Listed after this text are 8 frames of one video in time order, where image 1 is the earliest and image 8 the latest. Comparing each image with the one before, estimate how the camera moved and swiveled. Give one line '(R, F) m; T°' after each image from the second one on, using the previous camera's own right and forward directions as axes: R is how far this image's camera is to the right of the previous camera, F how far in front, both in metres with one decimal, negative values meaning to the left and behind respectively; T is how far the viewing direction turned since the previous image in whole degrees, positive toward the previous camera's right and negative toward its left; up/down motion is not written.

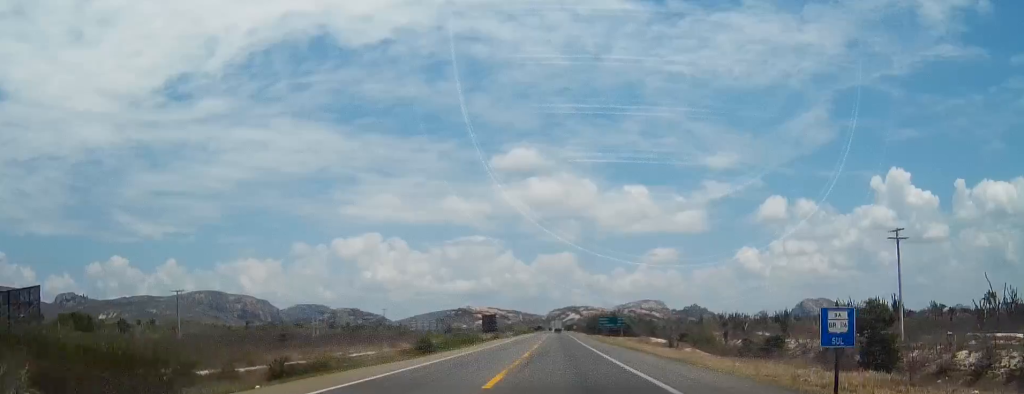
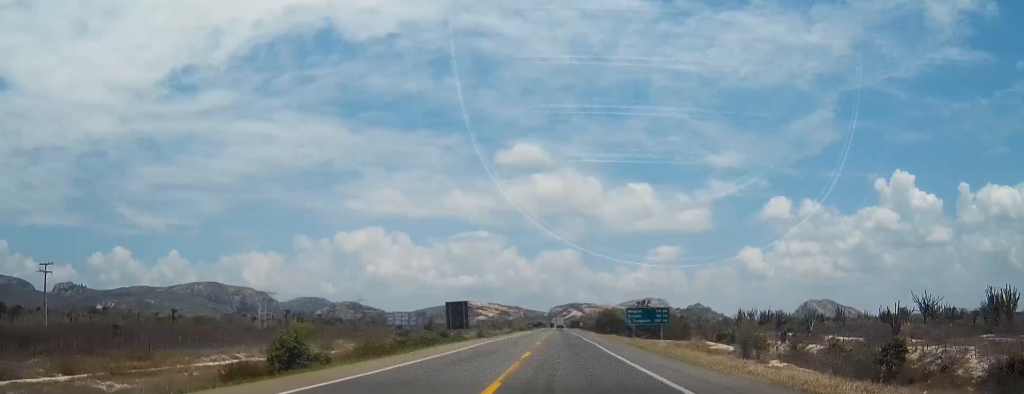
(-0.2, +36.4) m; 0°
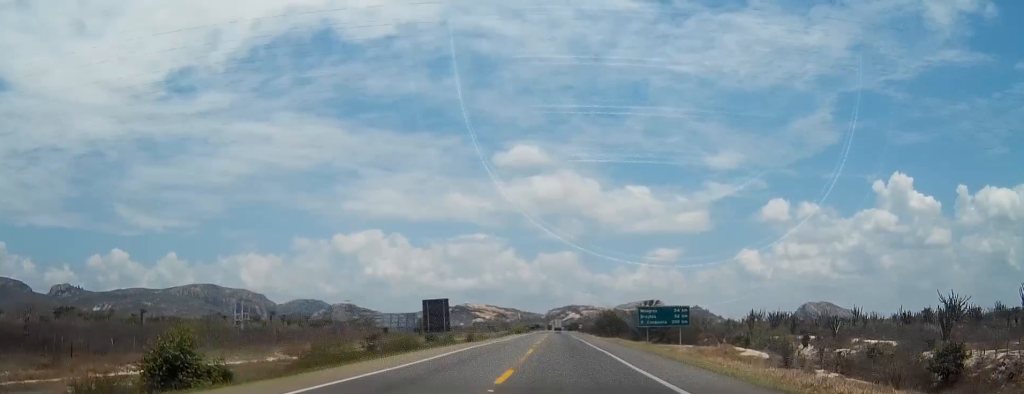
(0.0, +10.9) m; 0°
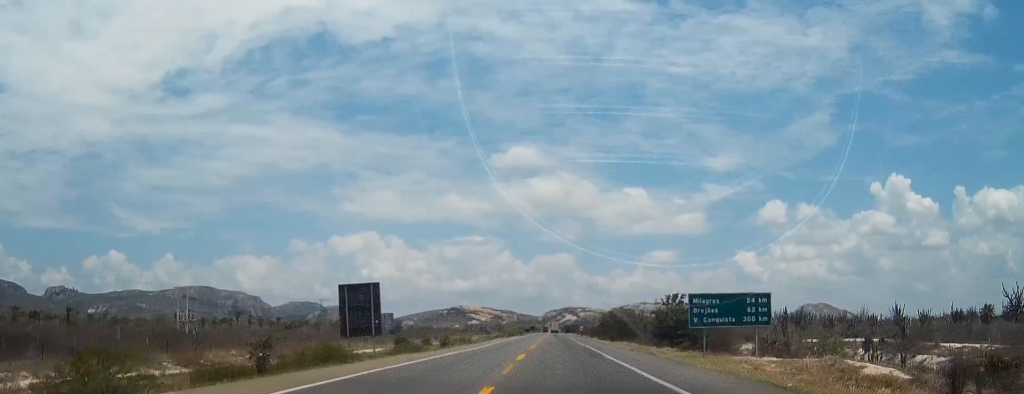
(+0.1, +21.9) m; 0°
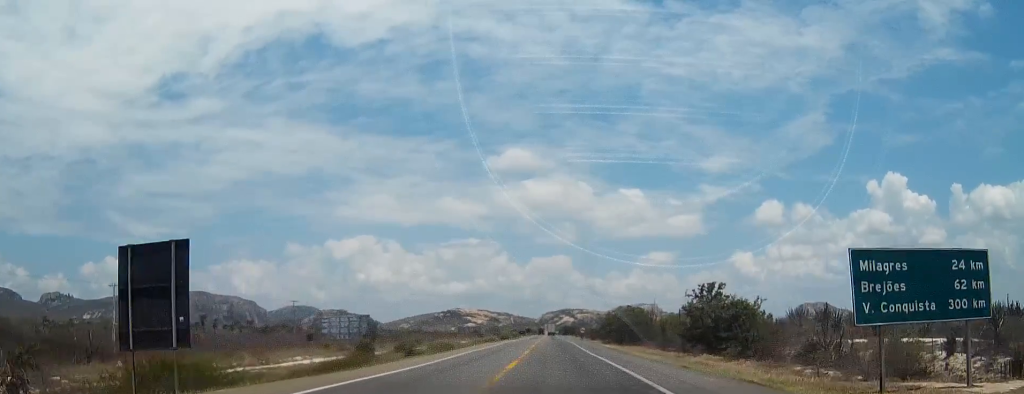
(0.0, +19.1) m; 0°
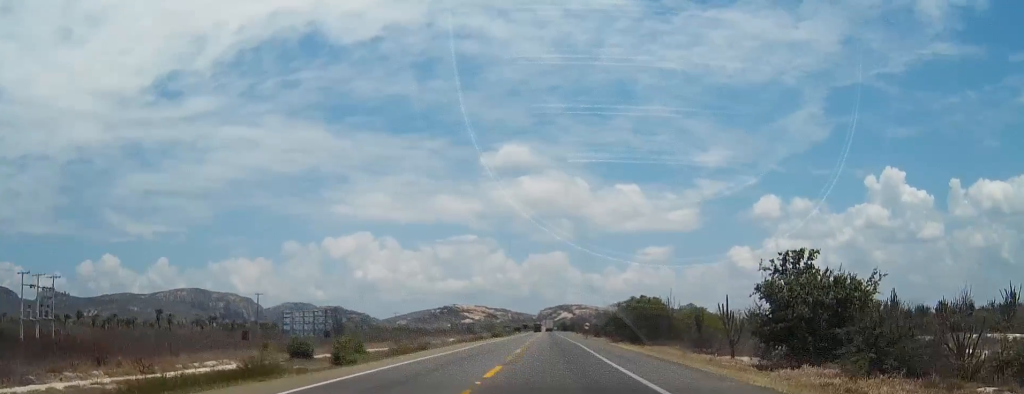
(-0.1, +21.4) m; 0°
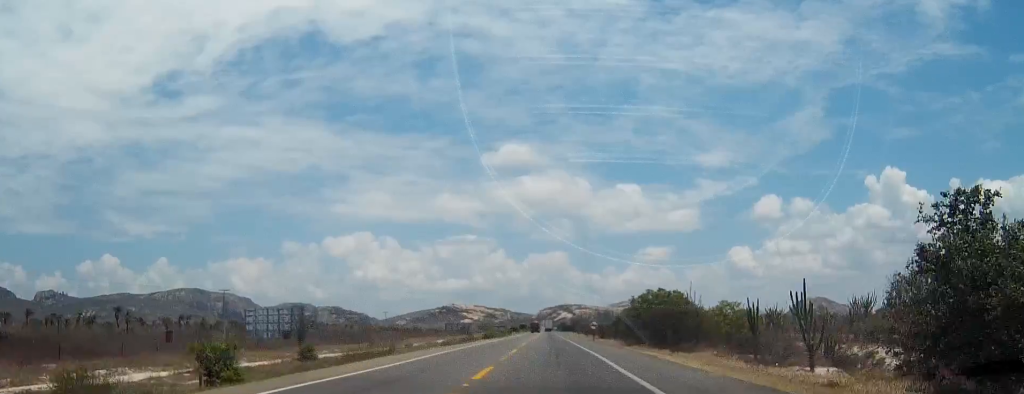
(+0.1, +17.1) m; 0°
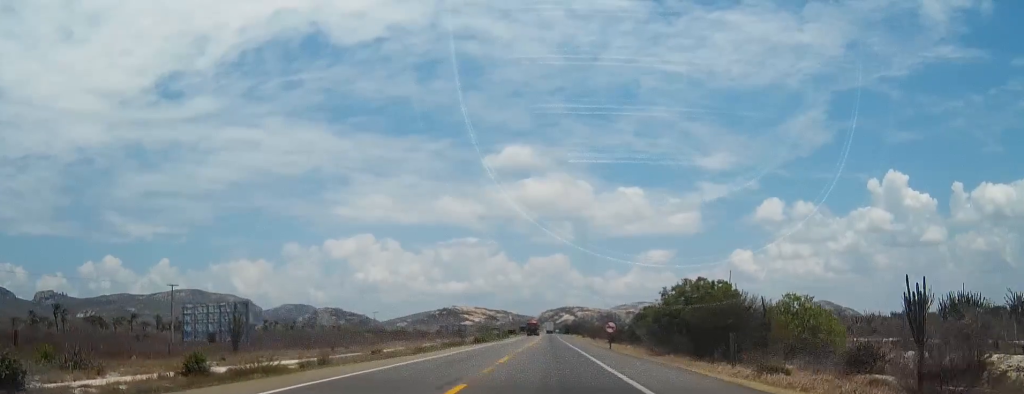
(-0.1, +21.6) m; 0°
